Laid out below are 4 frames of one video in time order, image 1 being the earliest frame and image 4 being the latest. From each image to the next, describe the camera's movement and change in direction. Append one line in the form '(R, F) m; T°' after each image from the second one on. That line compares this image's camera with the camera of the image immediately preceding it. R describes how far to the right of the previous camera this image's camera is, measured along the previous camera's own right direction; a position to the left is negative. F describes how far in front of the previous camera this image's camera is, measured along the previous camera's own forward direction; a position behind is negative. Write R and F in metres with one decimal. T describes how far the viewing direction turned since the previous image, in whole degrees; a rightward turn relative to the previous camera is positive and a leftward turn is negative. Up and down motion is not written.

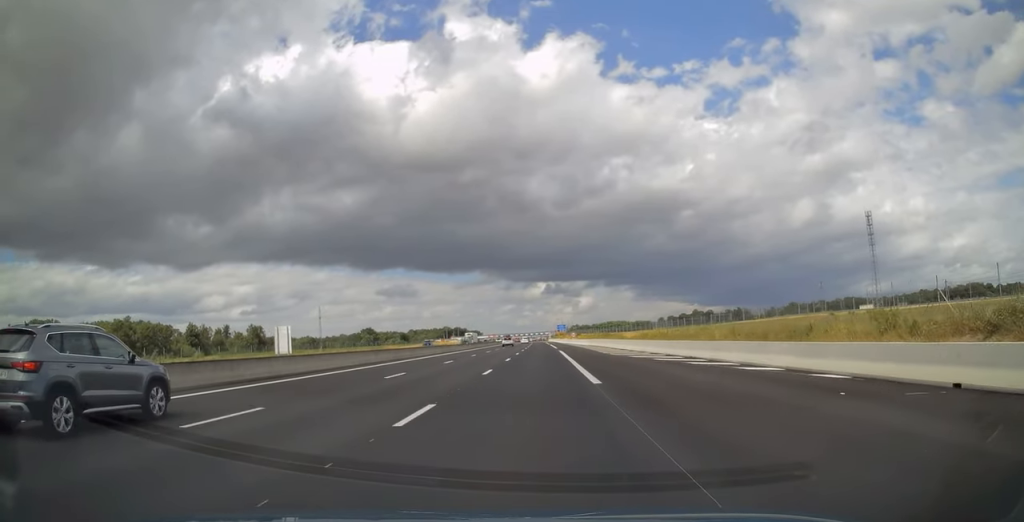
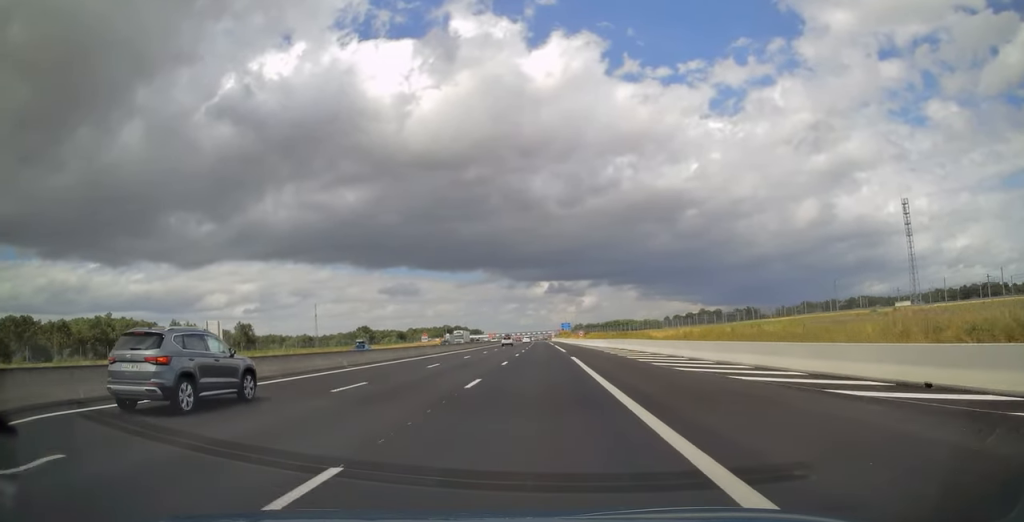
(0.0, +19.6) m; 0°
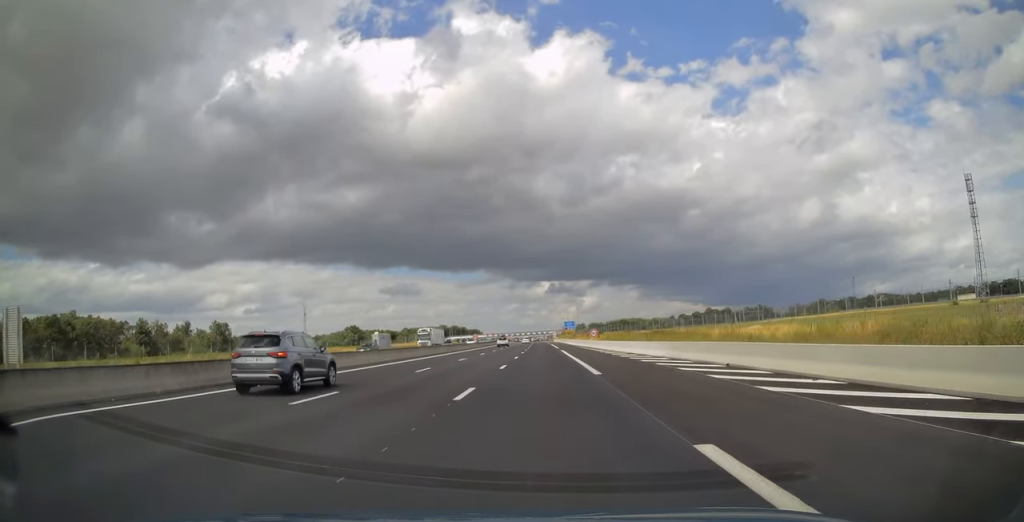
(-0.2, +30.0) m; -1°
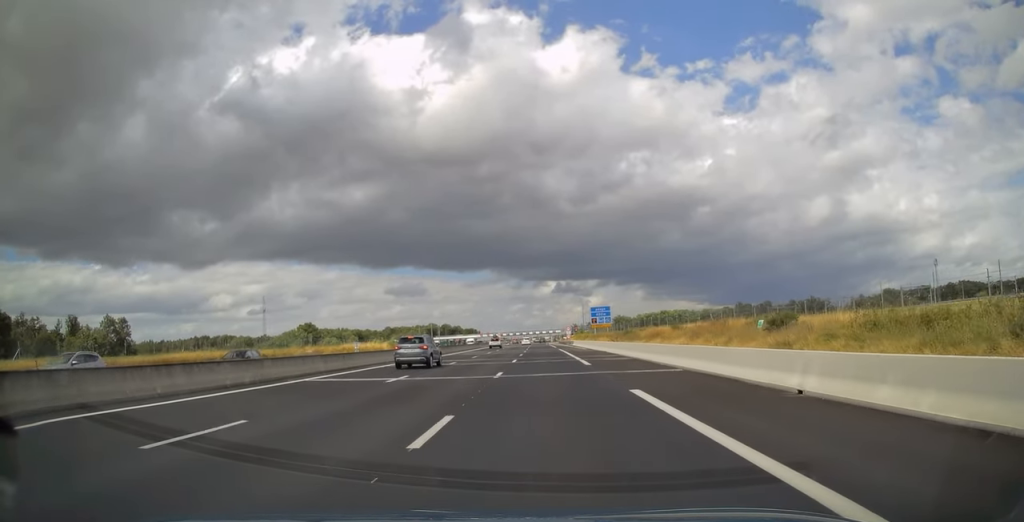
(-0.8, +99.3) m; -1°
